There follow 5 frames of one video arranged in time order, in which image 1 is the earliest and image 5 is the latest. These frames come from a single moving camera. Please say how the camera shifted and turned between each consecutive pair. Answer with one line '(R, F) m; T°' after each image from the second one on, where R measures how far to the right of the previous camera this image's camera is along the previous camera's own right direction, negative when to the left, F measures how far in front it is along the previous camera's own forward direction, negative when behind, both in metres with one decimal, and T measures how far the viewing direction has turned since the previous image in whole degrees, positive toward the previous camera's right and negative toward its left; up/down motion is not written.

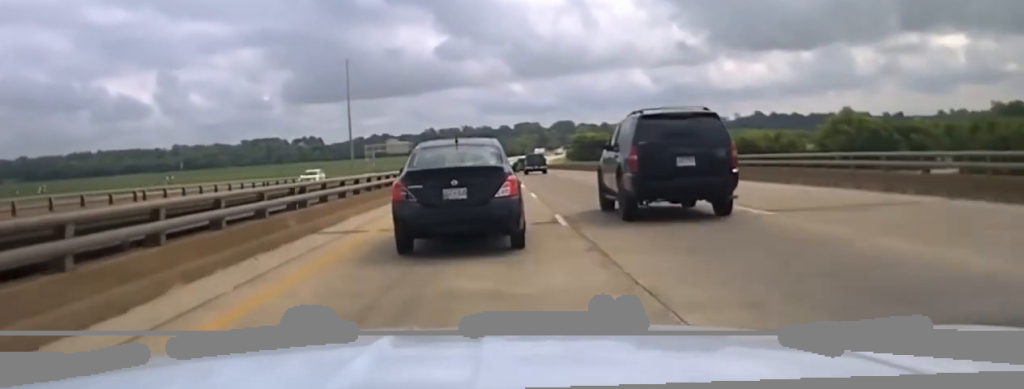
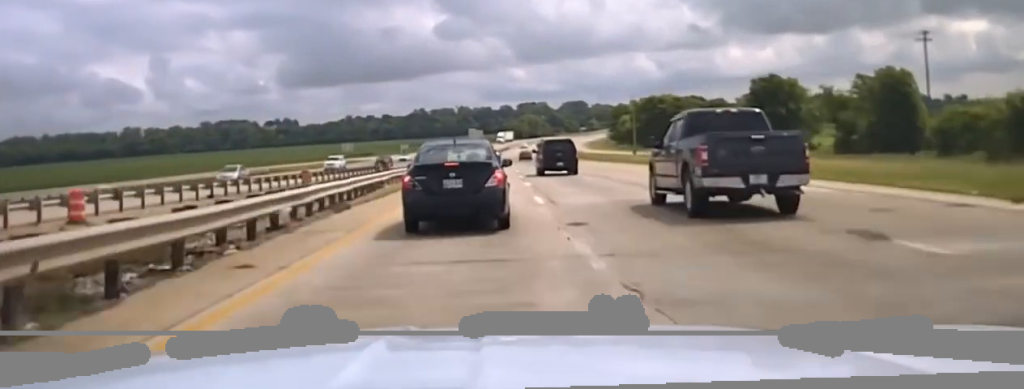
(+0.9, +168.2) m; 0°
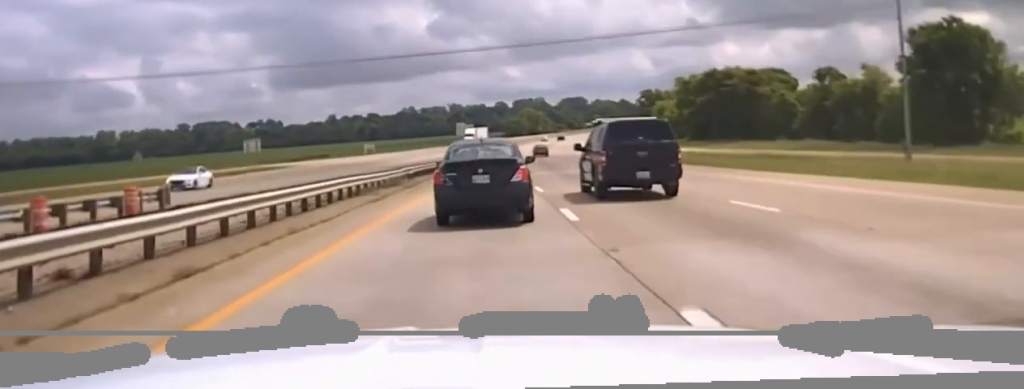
(0.0, +69.0) m; 0°
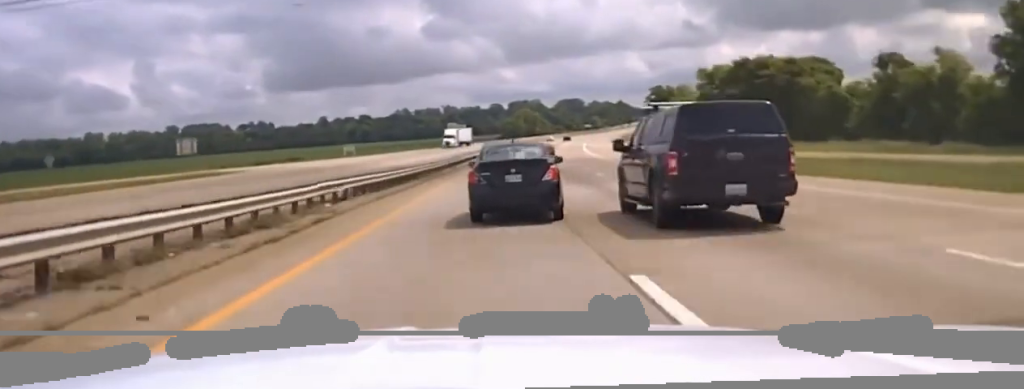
(0.0, +25.6) m; 0°
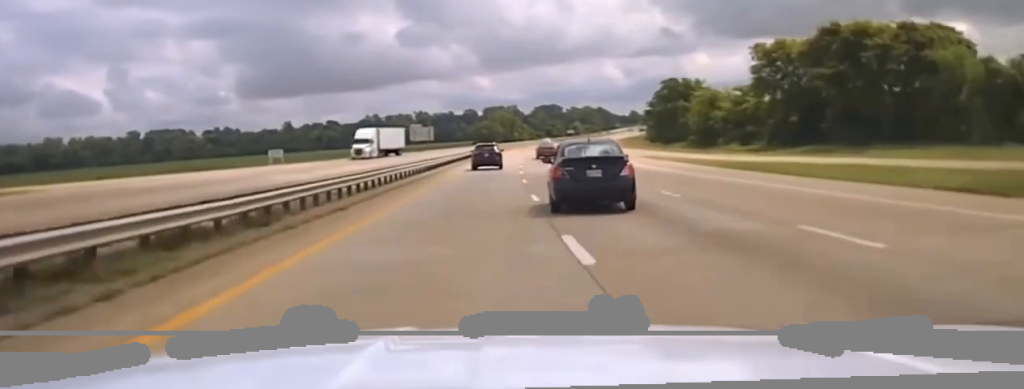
(0.0, +52.4) m; +1°
